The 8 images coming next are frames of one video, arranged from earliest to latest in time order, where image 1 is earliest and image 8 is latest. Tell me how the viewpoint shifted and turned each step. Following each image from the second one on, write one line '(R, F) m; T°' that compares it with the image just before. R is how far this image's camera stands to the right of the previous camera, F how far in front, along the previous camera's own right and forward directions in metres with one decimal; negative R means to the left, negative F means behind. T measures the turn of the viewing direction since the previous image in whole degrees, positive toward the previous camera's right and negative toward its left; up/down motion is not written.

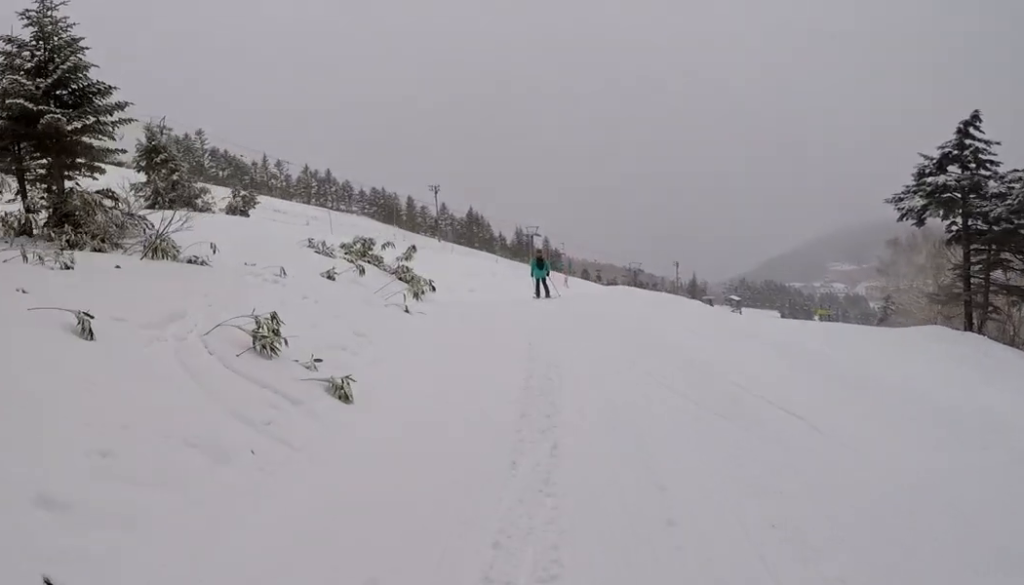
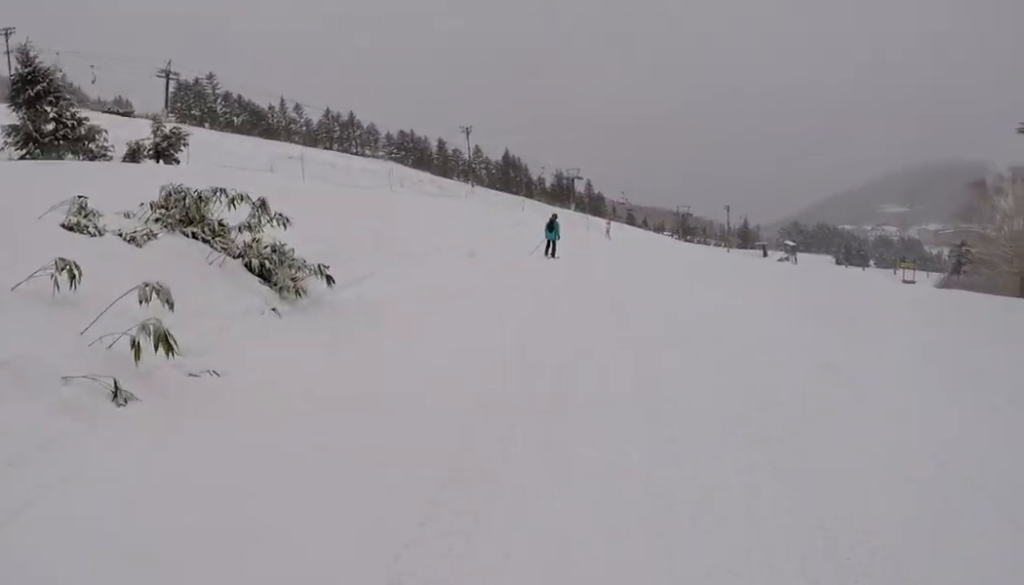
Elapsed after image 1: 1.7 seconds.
(0.0, +8.9) m; +3°
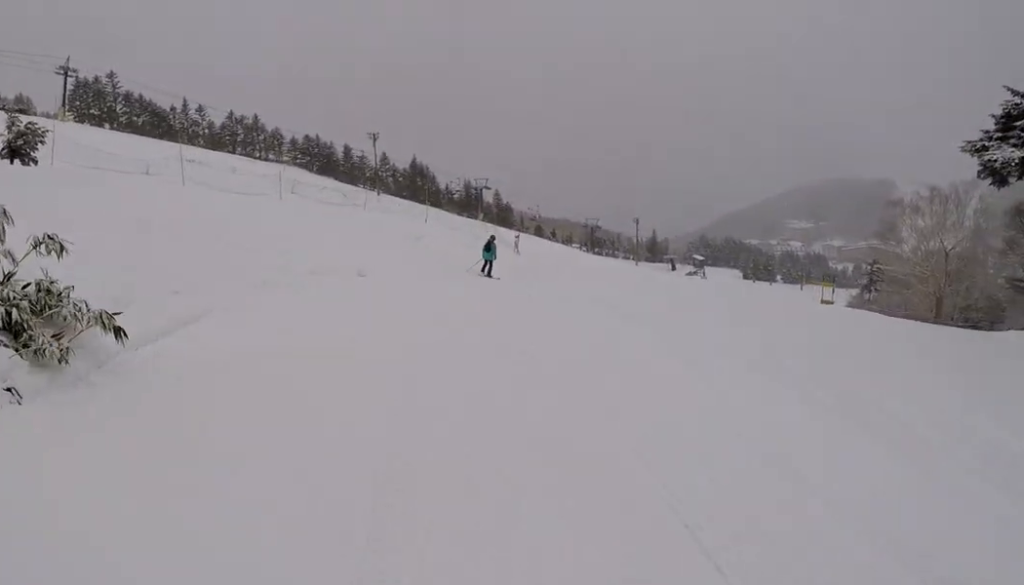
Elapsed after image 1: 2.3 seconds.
(-0.1, +3.1) m; +4°
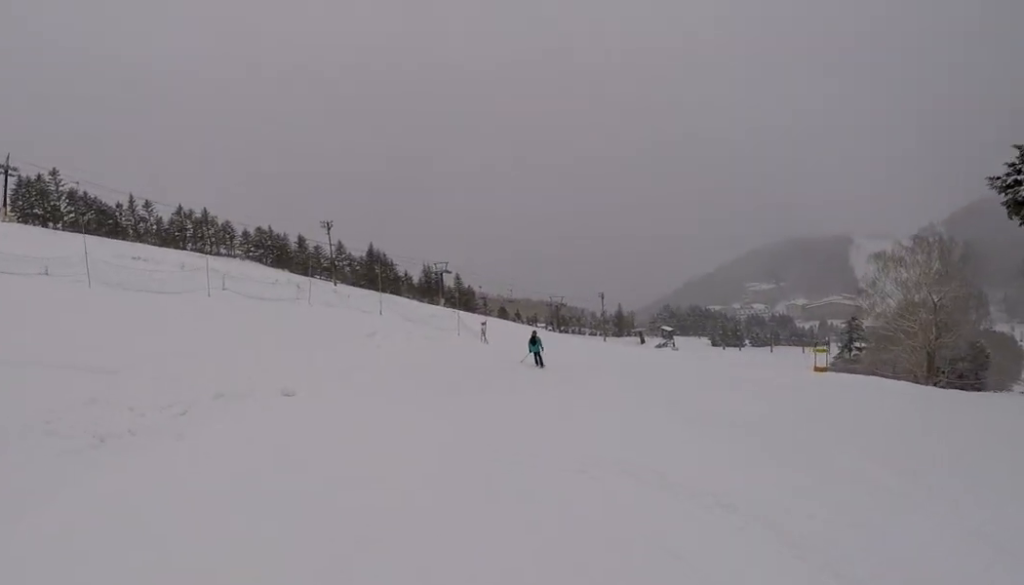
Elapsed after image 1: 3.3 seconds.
(+0.6, +5.0) m; -1°
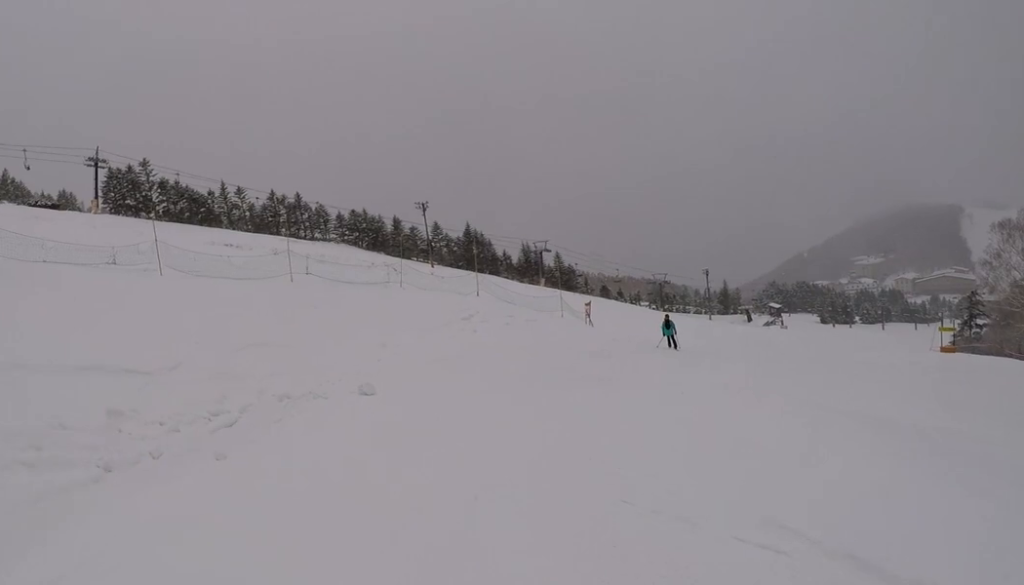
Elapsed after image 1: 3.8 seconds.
(-0.3, +2.5) m; -4°
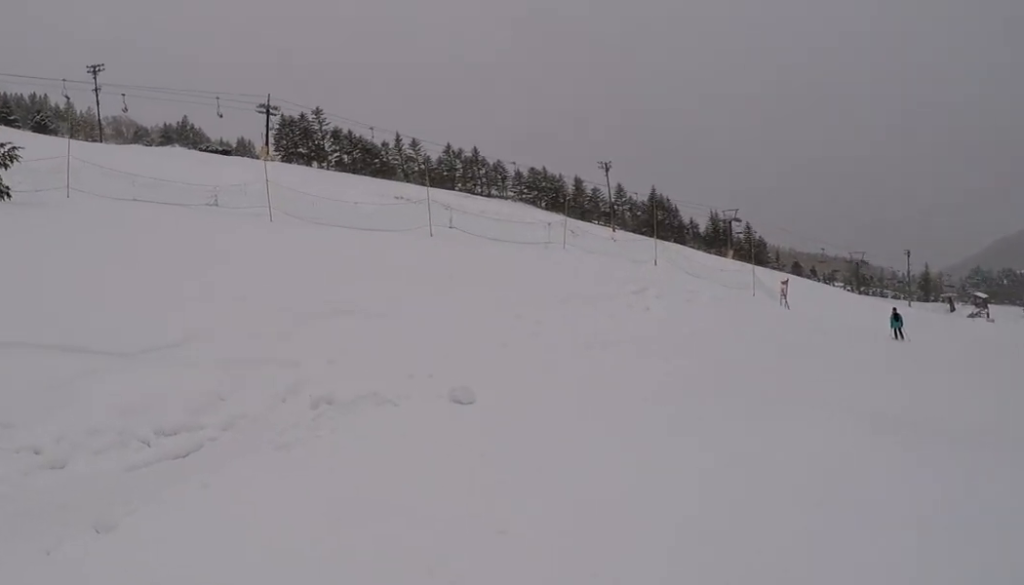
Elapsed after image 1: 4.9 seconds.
(-0.3, +5.4) m; -3°
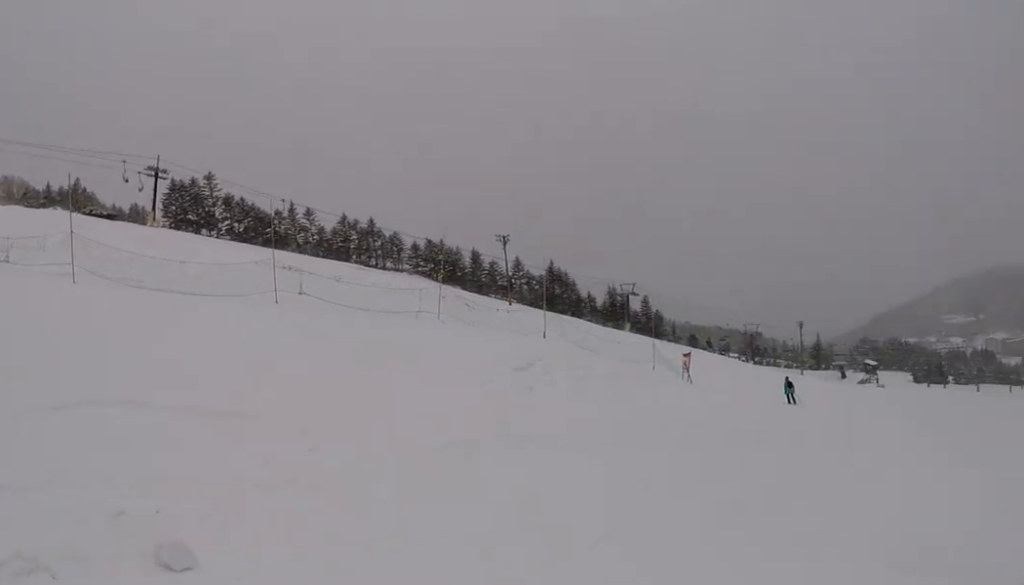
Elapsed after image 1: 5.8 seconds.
(0.0, +5.0) m; +8°
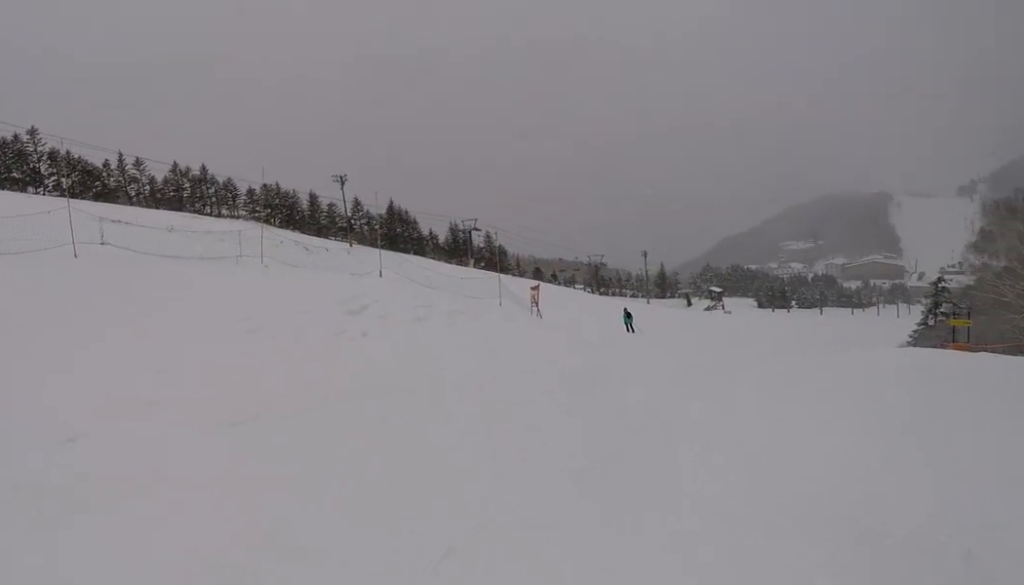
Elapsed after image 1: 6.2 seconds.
(-0.3, +2.6) m; +6°
